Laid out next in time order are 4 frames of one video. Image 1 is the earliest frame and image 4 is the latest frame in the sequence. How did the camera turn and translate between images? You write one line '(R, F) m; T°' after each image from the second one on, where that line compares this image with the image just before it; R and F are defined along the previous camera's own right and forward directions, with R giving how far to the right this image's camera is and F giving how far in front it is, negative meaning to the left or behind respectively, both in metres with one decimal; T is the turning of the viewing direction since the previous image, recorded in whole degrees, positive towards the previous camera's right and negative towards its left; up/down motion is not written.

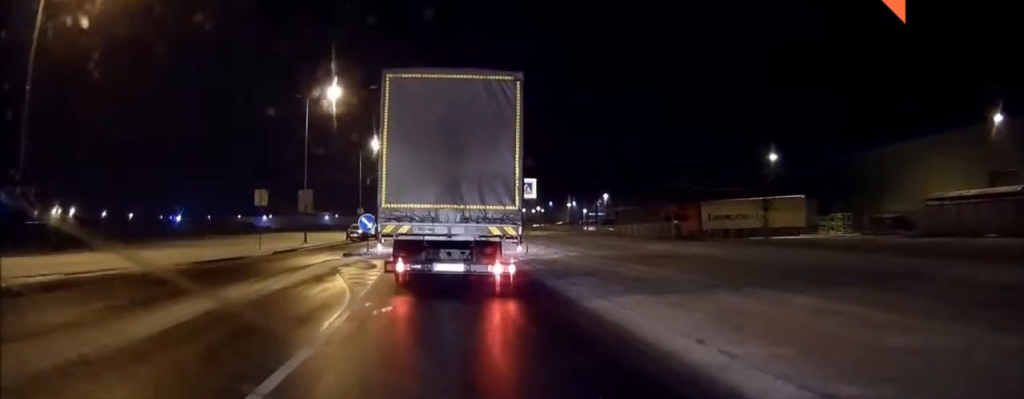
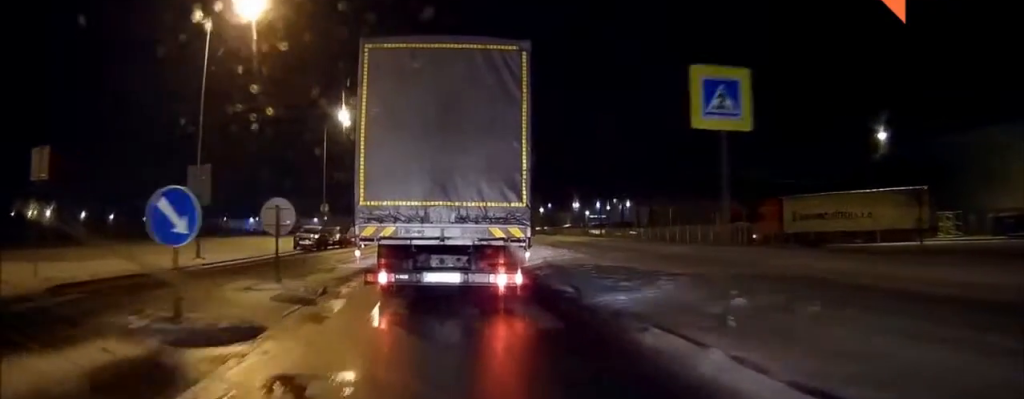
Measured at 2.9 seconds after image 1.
(+0.5, +19.2) m; +3°
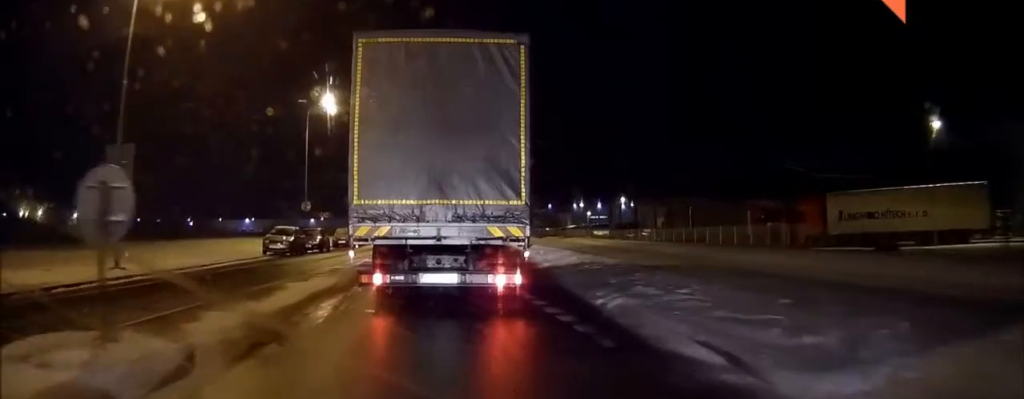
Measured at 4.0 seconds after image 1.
(0.0, +7.0) m; 0°
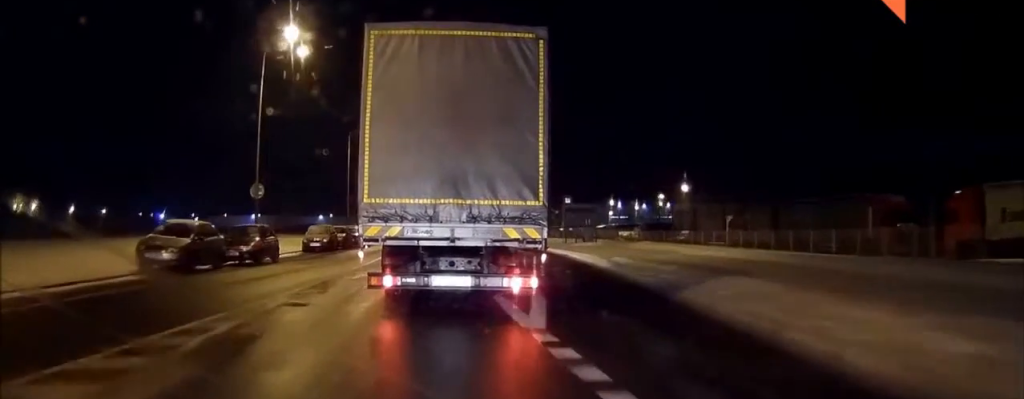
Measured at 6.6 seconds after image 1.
(-0.2, +15.8) m; -2°
